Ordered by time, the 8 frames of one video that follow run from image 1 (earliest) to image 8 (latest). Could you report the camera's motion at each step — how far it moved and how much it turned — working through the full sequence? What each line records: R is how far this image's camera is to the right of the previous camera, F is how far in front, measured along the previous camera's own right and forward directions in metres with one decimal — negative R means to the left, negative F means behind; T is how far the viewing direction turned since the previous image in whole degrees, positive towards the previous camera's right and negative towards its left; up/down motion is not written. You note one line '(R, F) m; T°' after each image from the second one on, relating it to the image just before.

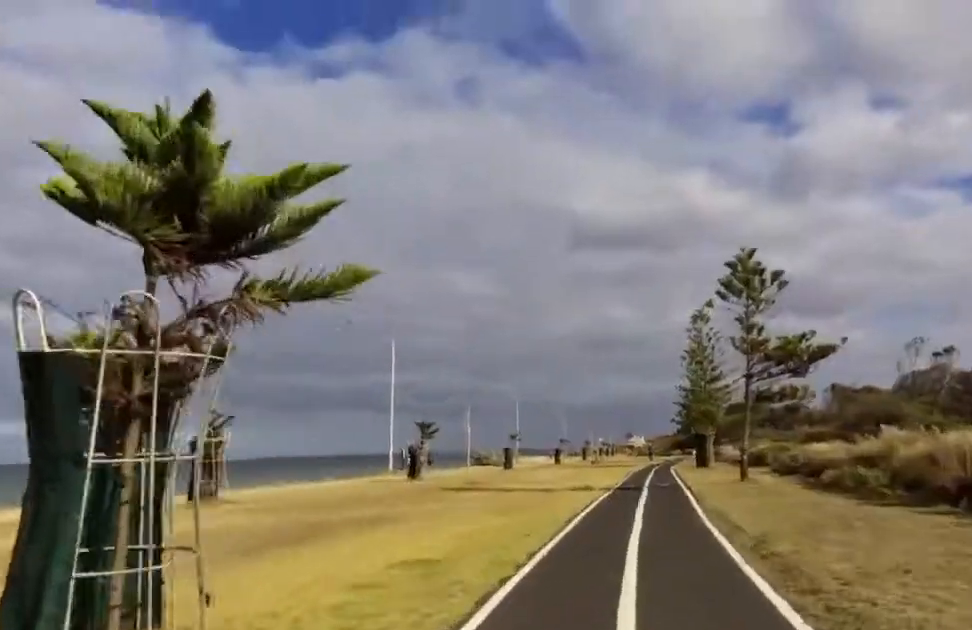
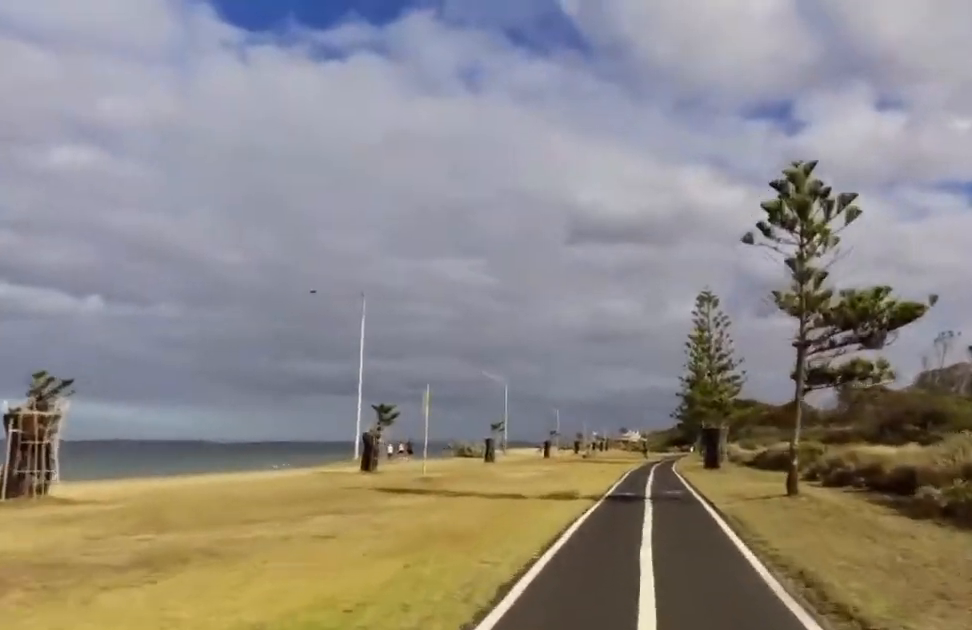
(+0.1, +6.0) m; -4°
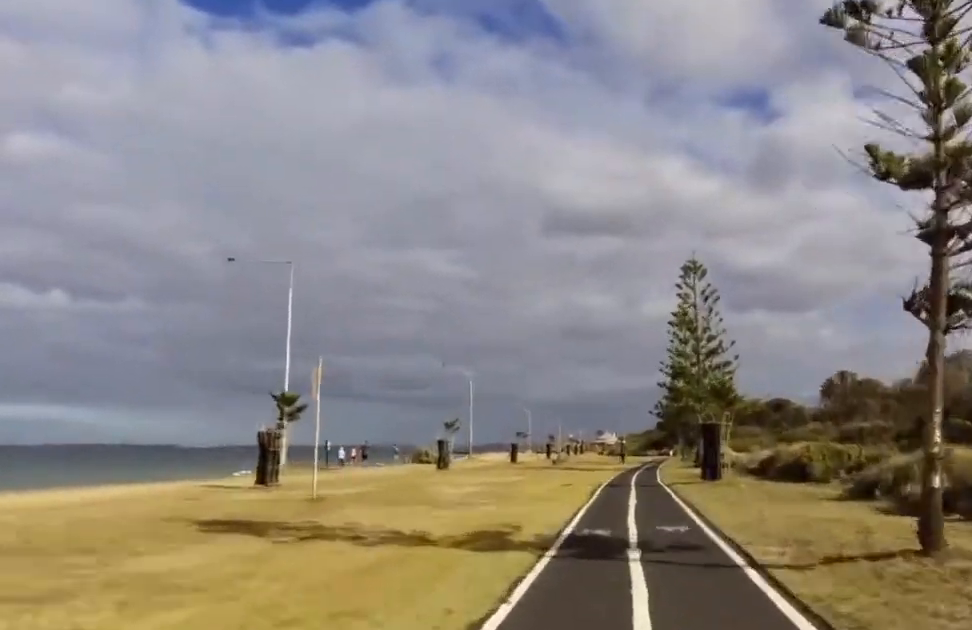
(-0.6, +6.8) m; -1°
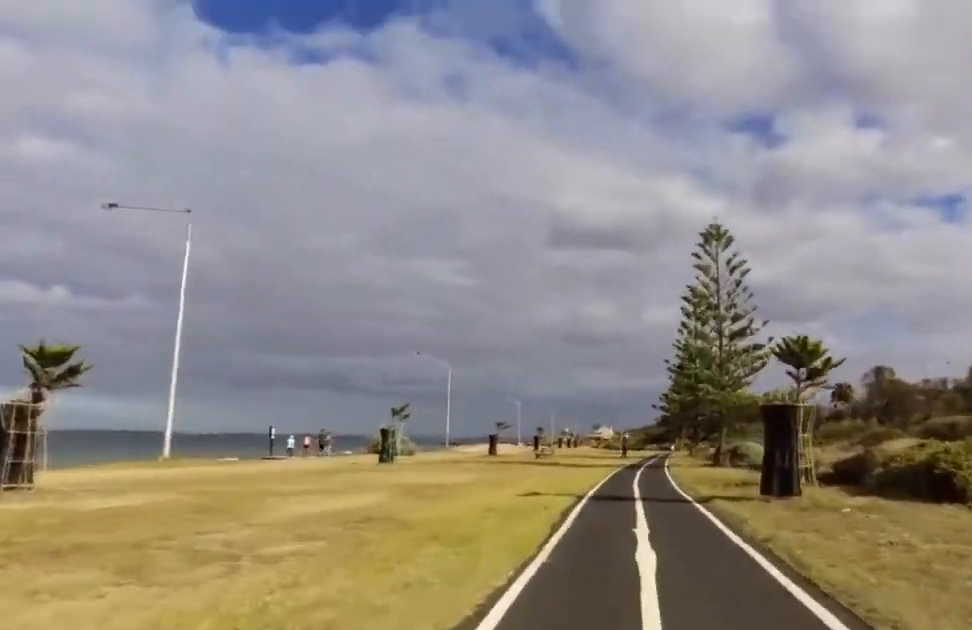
(+0.5, +9.9) m; +6°
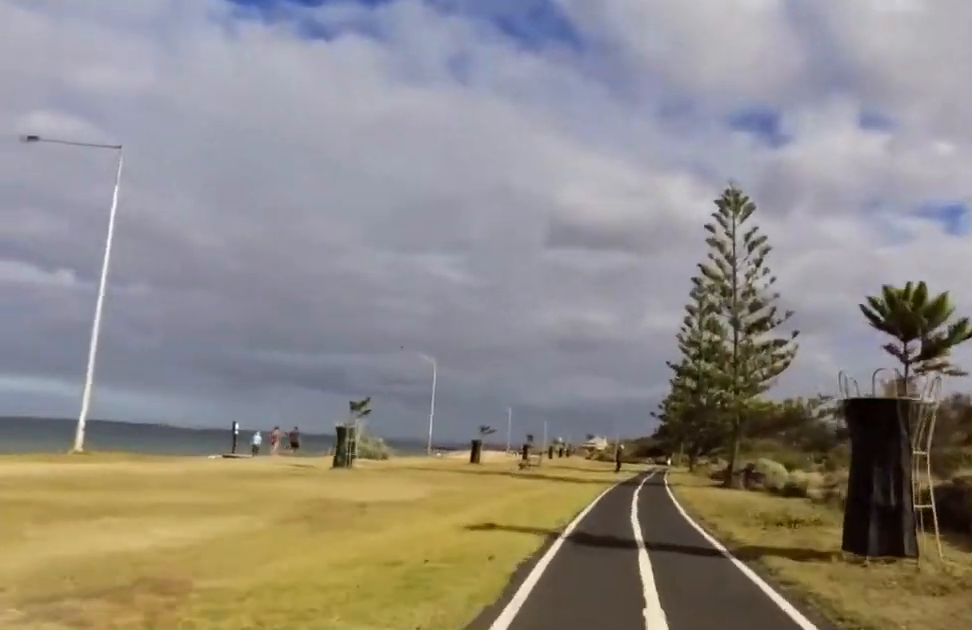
(+0.1, +5.0) m; +1°
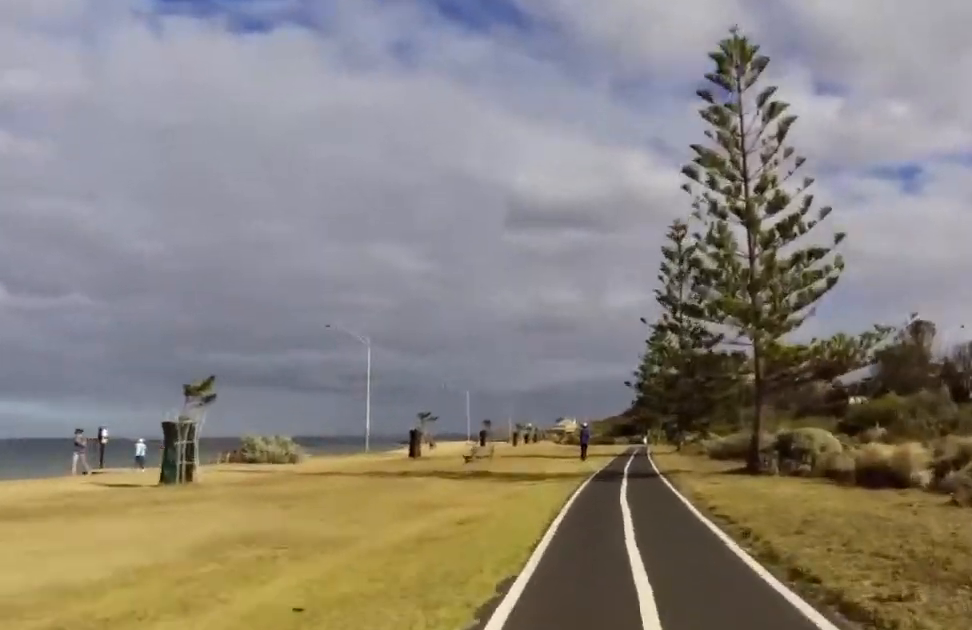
(0.0, +8.9) m; 0°
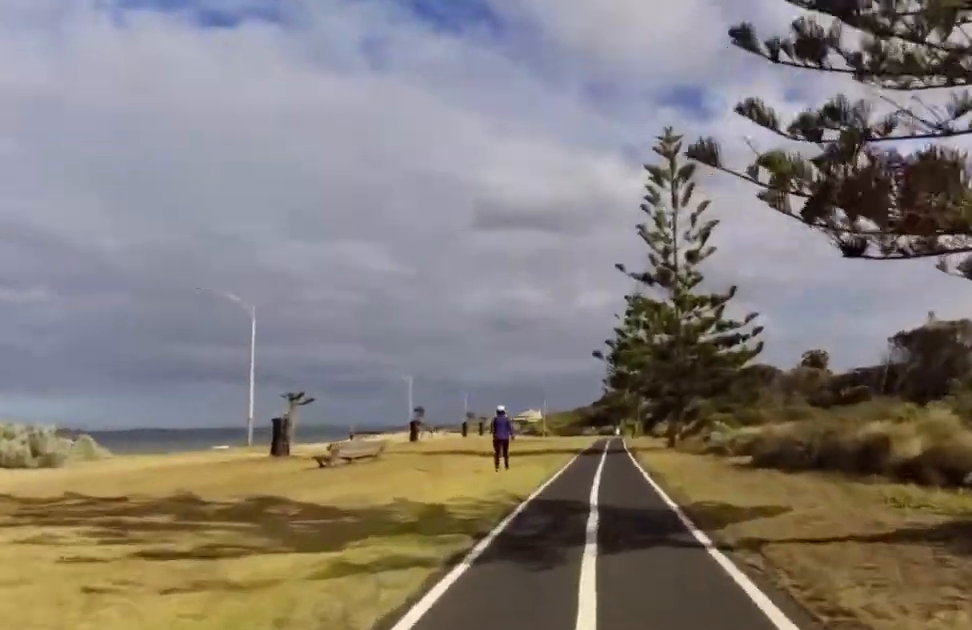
(0.0, +13.3) m; 0°
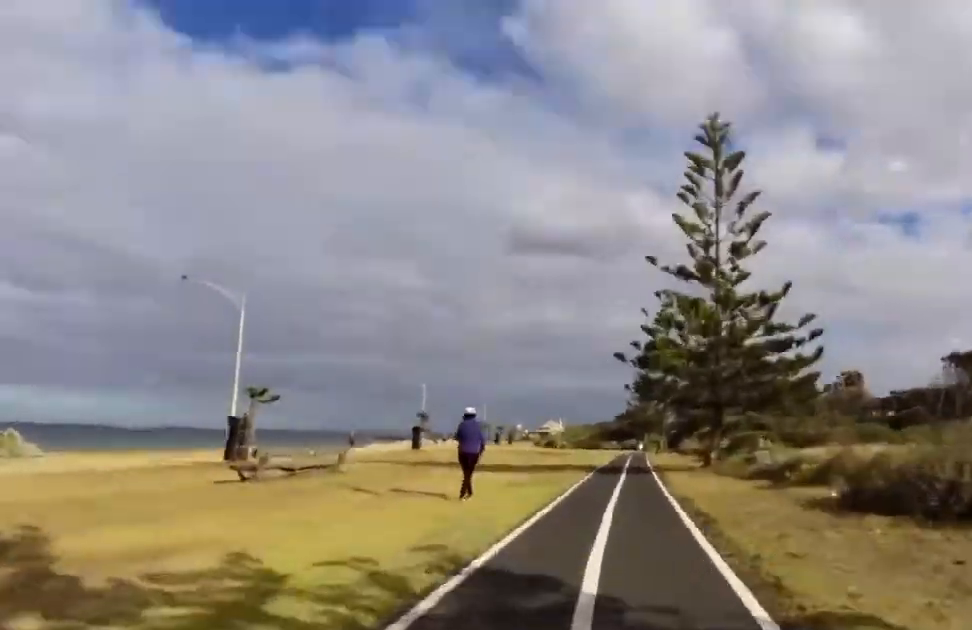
(0.0, +4.7) m; 0°
